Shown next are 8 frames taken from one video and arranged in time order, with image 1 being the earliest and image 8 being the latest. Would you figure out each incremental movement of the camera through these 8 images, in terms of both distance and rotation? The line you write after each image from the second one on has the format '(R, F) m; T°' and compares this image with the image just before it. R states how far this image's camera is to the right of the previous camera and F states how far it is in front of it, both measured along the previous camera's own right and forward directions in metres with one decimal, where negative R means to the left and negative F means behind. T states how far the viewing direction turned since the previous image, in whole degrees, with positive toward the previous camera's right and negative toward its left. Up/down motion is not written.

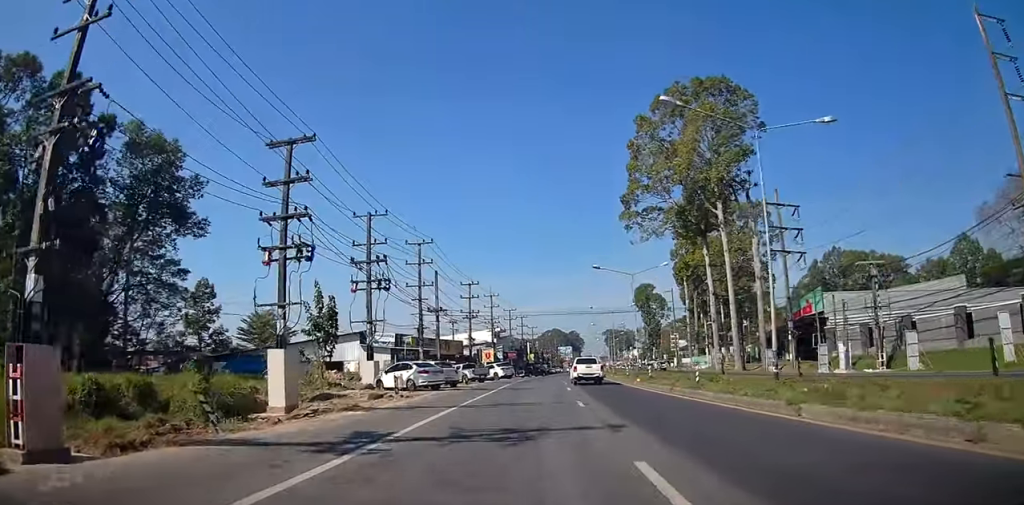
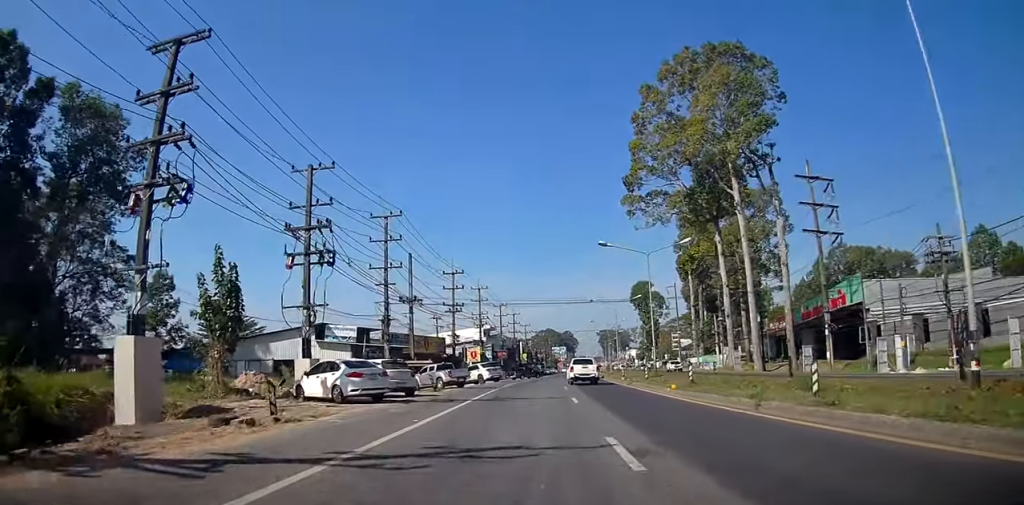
(+0.1, +8.3) m; 0°
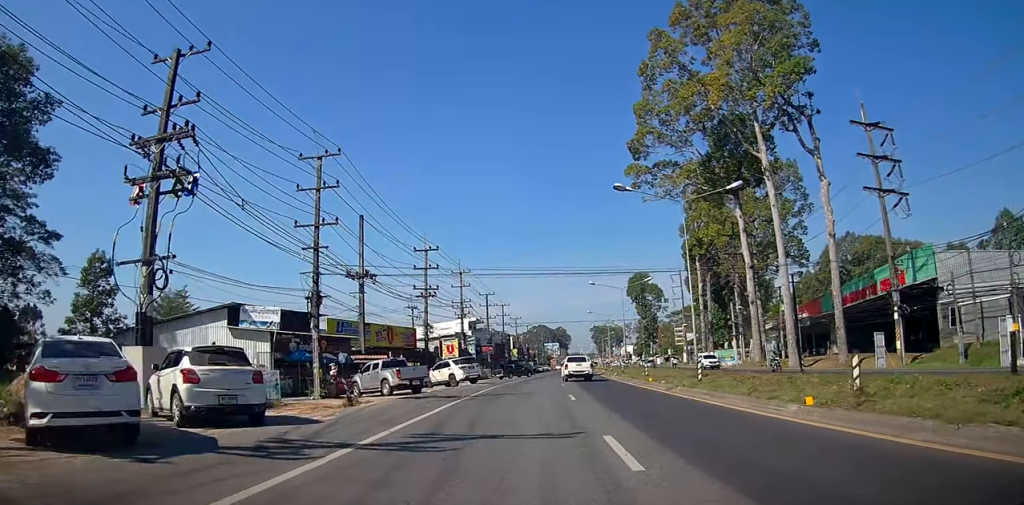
(-0.2, +11.3) m; 0°
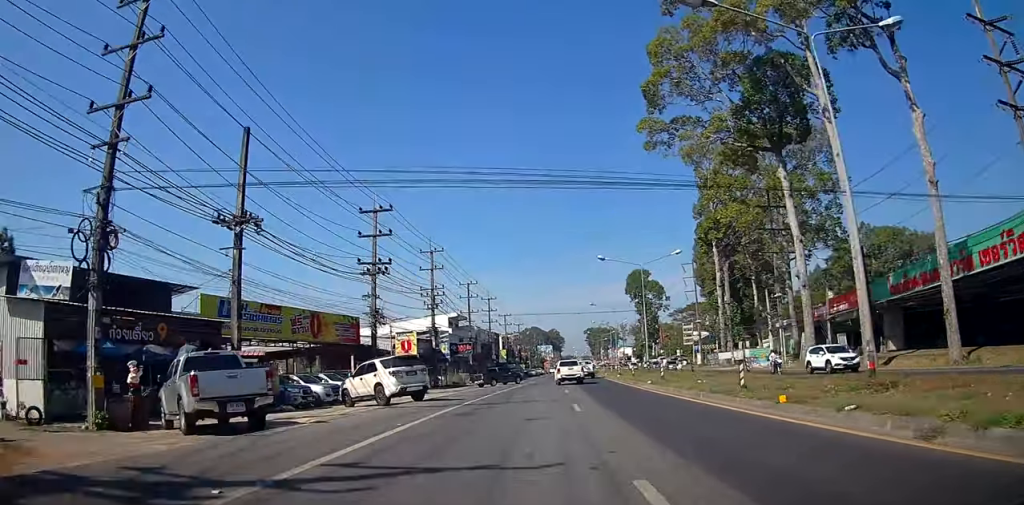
(0.0, +15.2) m; +1°
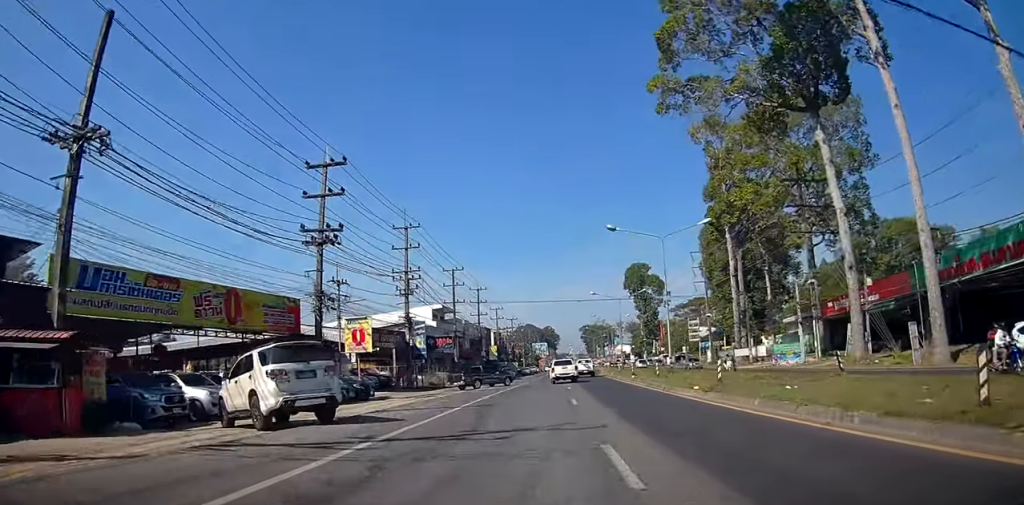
(0.0, +9.6) m; +1°
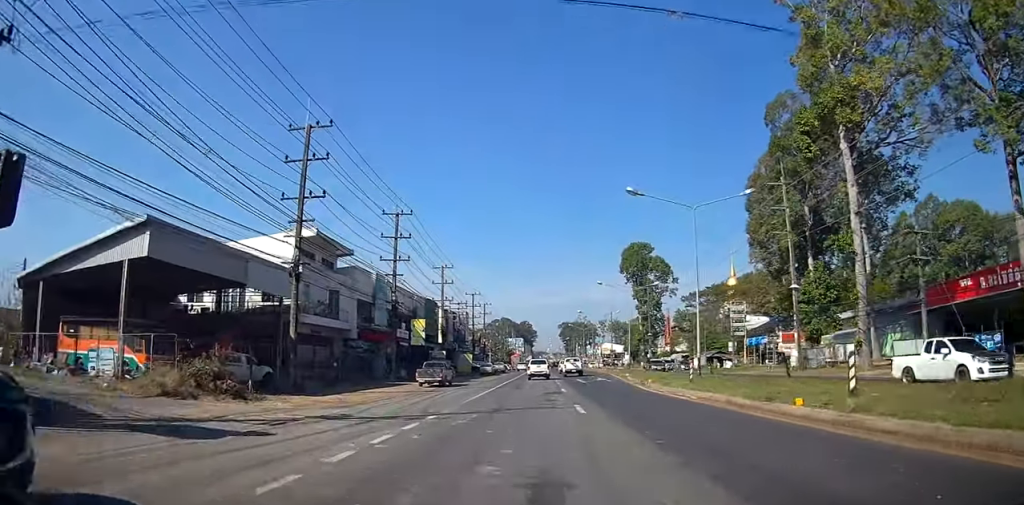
(+1.4, +39.8) m; +4°
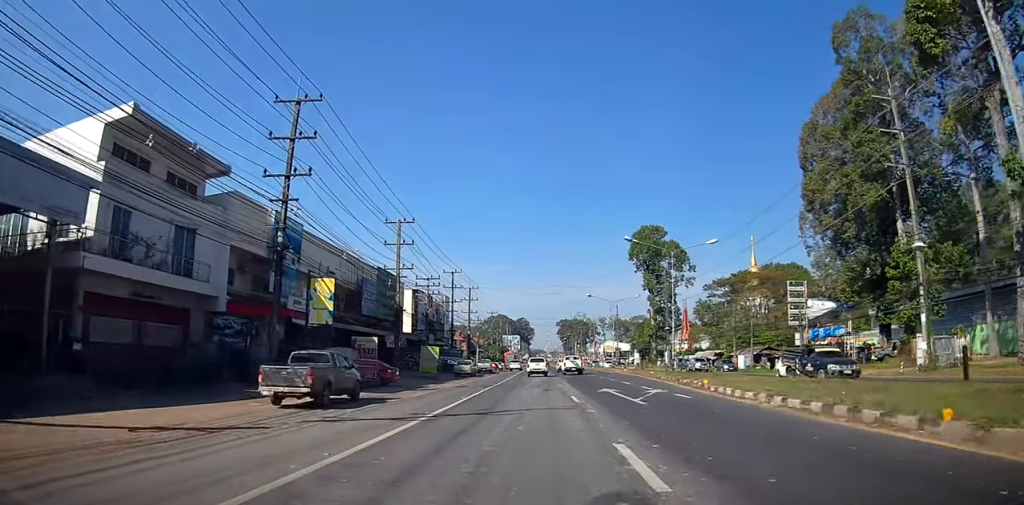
(+0.3, +17.0) m; +1°
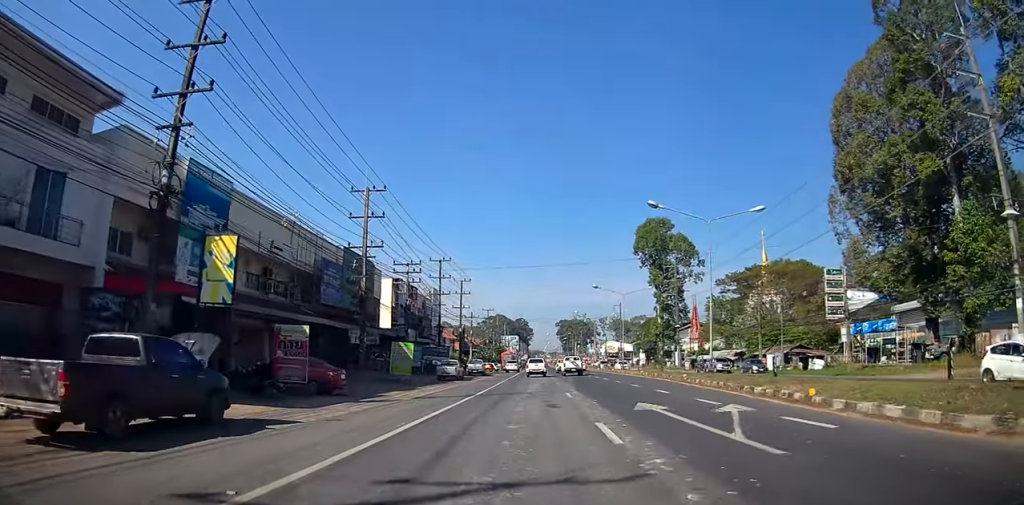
(0.0, +7.1) m; 0°
